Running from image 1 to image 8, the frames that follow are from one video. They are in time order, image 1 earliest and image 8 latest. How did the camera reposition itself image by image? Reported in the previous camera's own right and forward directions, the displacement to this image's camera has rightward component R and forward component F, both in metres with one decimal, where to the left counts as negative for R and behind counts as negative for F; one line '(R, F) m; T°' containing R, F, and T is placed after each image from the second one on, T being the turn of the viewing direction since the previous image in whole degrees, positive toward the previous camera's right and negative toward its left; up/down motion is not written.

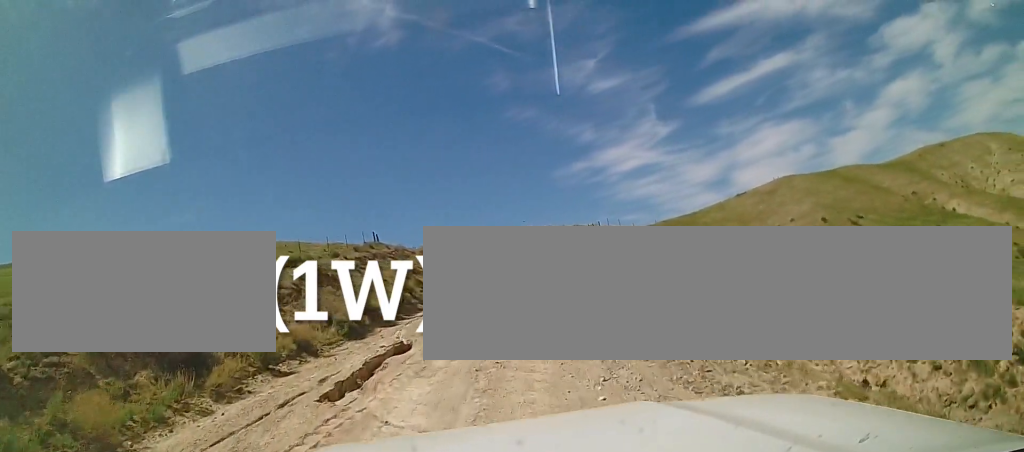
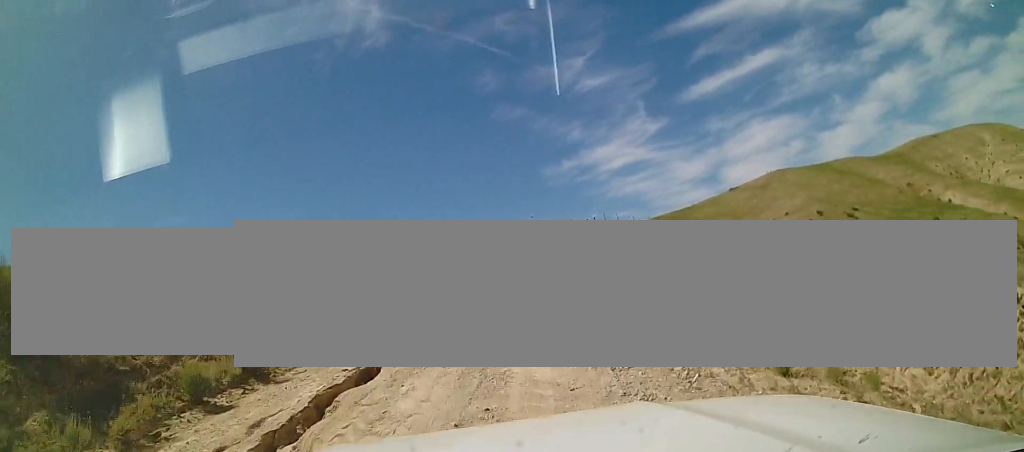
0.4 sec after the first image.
(-0.1, +3.0) m; +2°
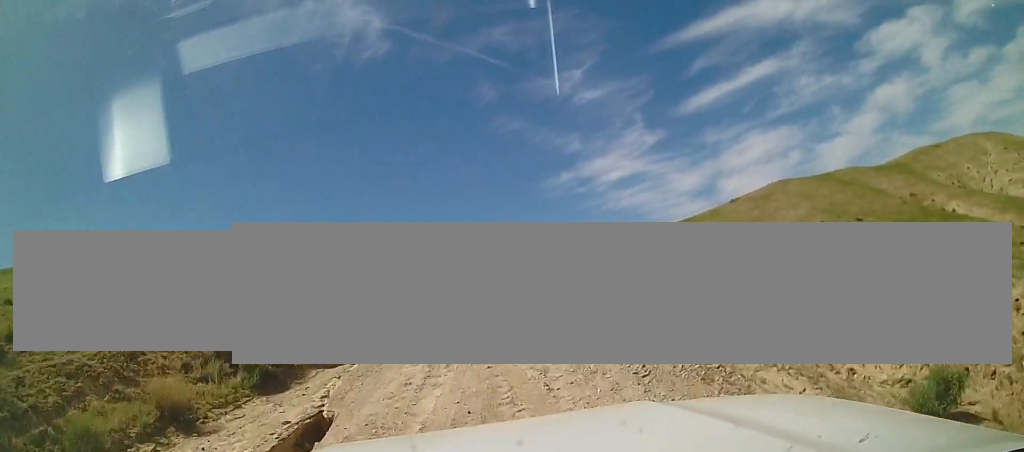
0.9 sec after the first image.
(0.0, +3.4) m; +3°
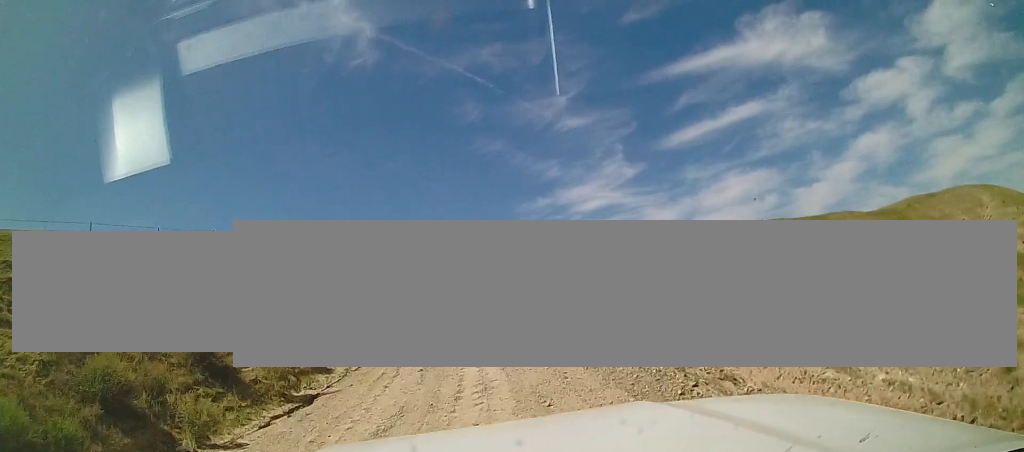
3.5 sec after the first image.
(+1.1, +15.0) m; +5°
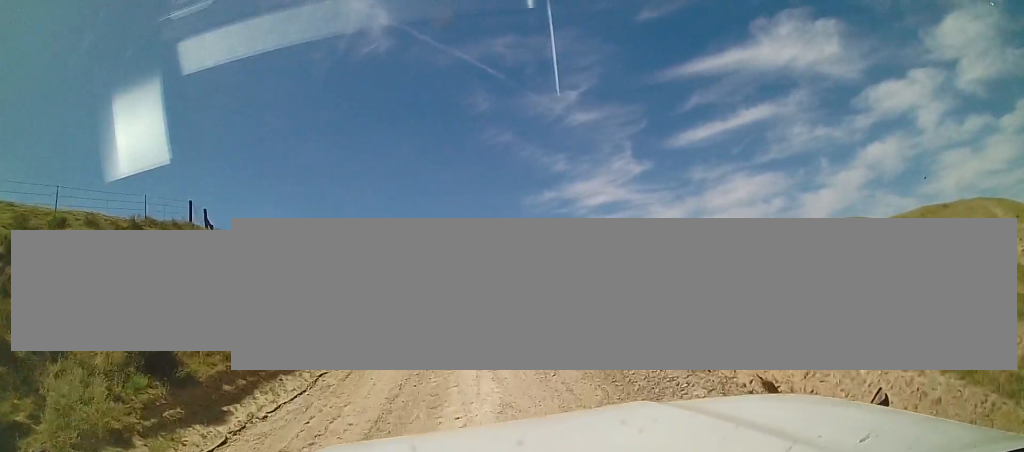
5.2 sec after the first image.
(0.0, +7.1) m; -1°
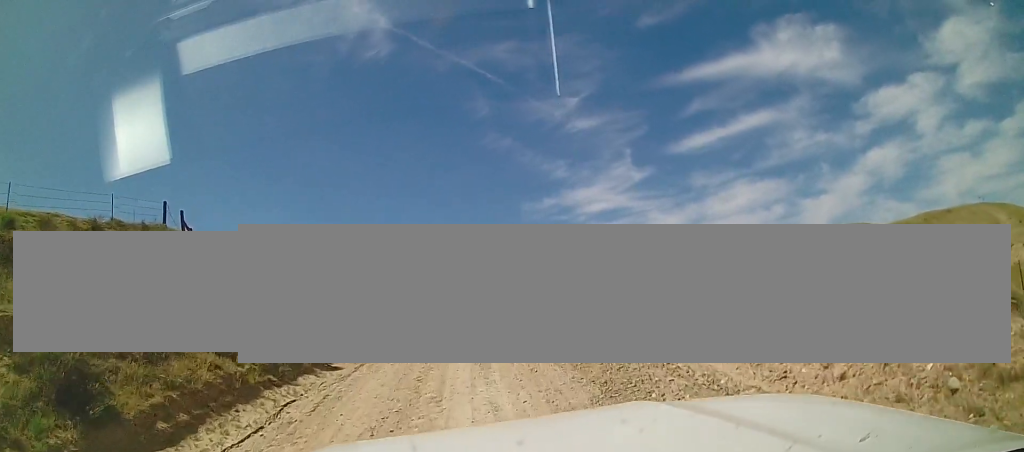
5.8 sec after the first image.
(0.0, +2.3) m; -1°
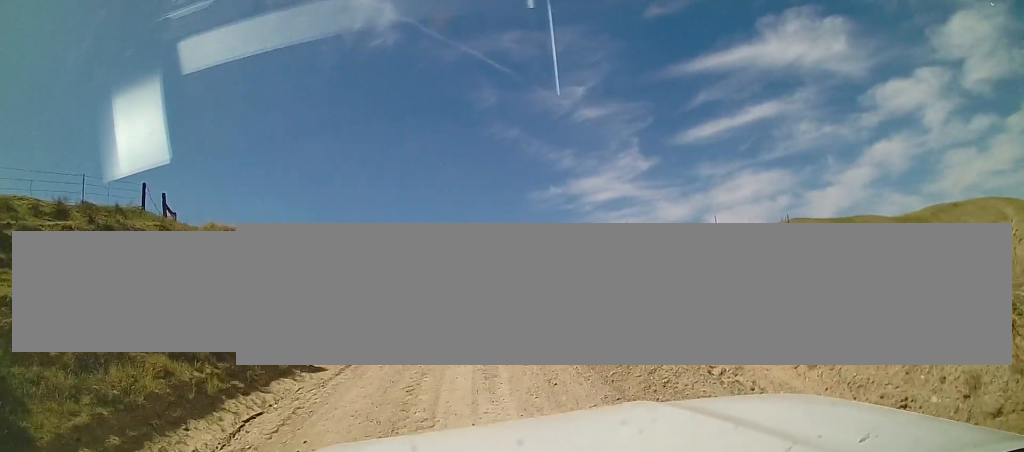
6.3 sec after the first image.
(0.0, +1.8) m; -5°
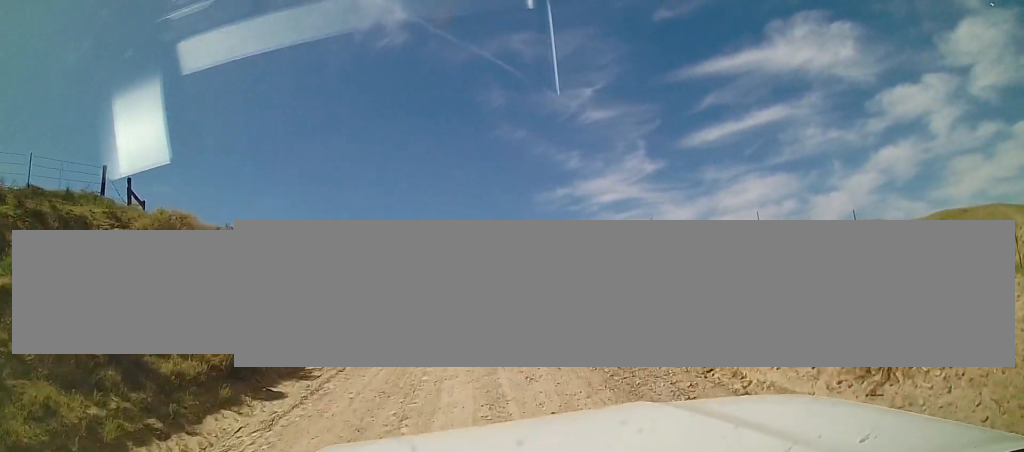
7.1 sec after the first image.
(-0.1, +2.7) m; -4°
